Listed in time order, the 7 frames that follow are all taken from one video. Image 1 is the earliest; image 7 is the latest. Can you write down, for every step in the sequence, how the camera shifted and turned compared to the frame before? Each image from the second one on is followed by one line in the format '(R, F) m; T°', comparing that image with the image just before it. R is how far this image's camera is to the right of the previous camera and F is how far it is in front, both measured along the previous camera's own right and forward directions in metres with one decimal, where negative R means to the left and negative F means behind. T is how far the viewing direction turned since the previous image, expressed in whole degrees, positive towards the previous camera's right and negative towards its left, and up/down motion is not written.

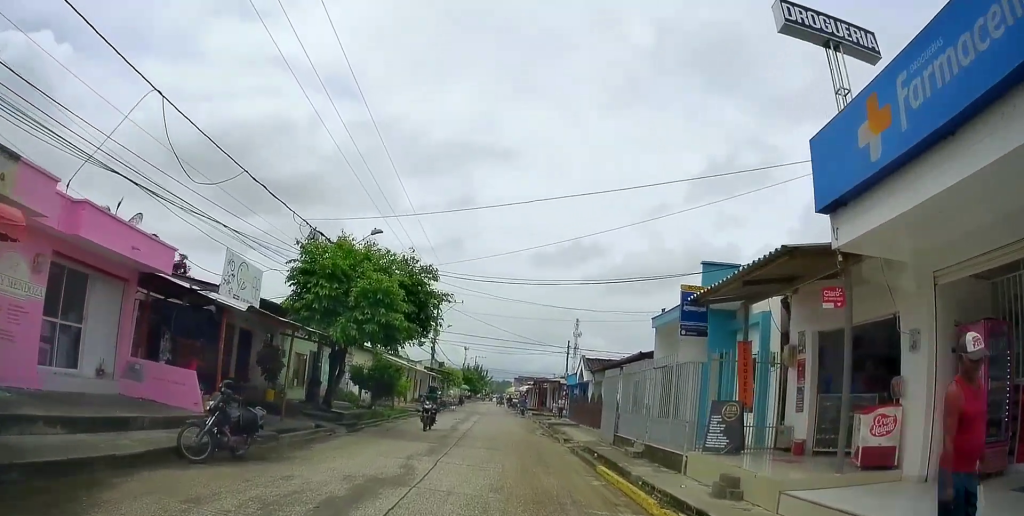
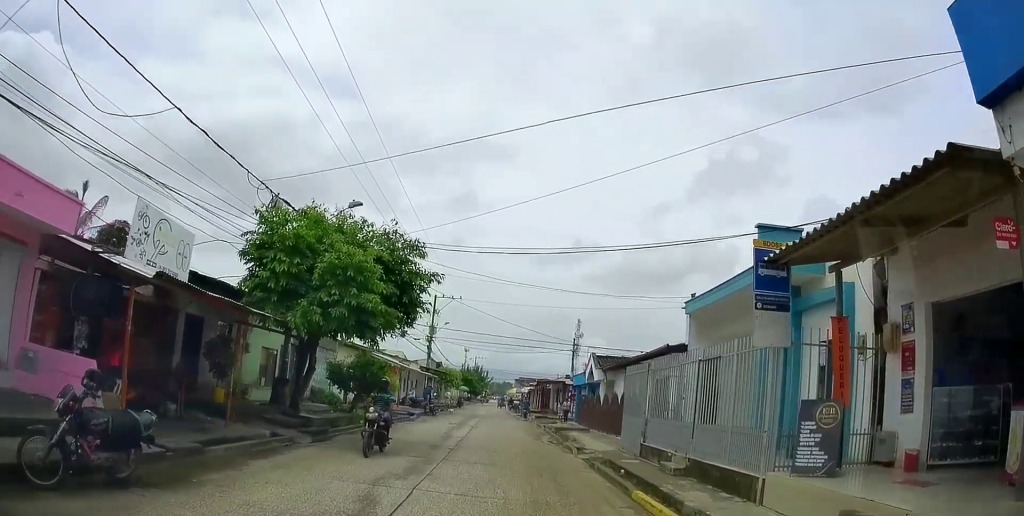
(-0.1, +2.9) m; +1°
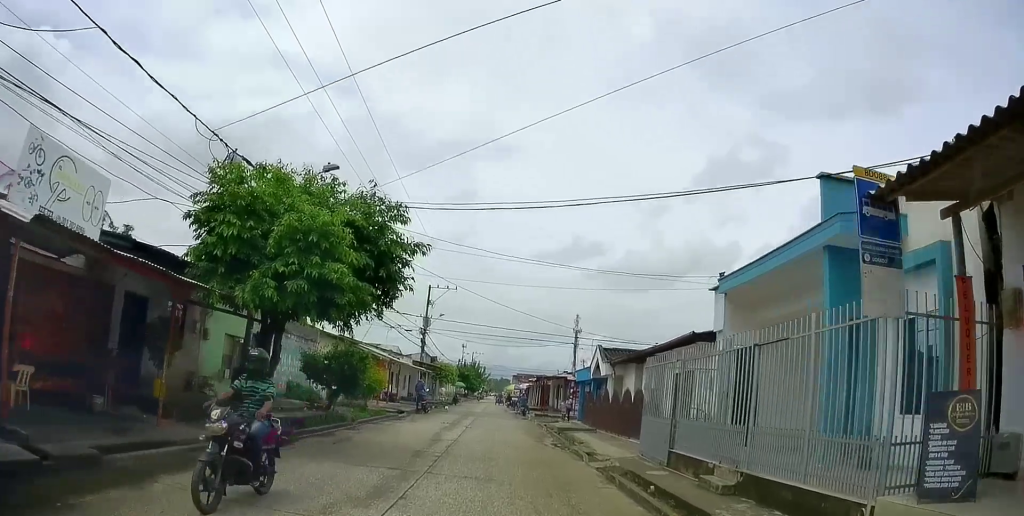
(0.0, +2.3) m; +4°
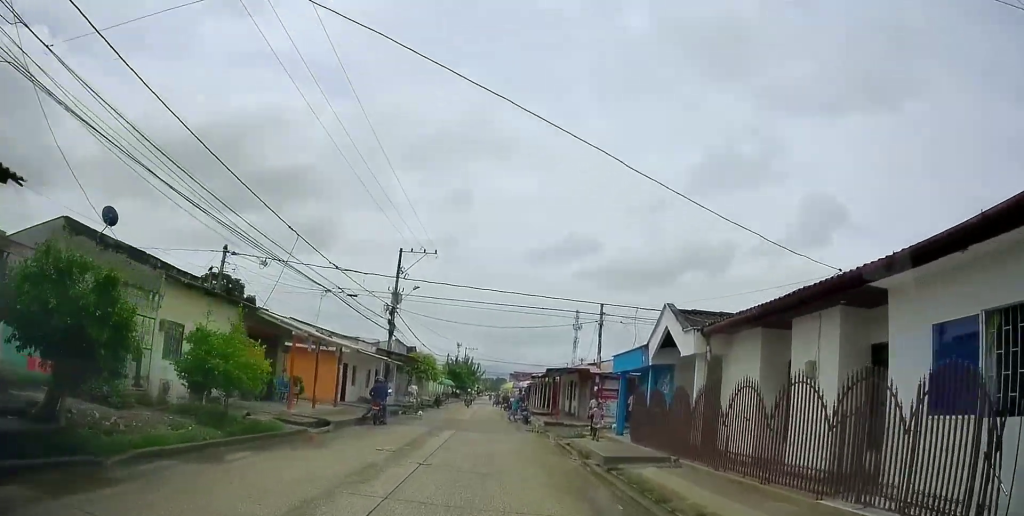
(+0.6, +11.5) m; -2°
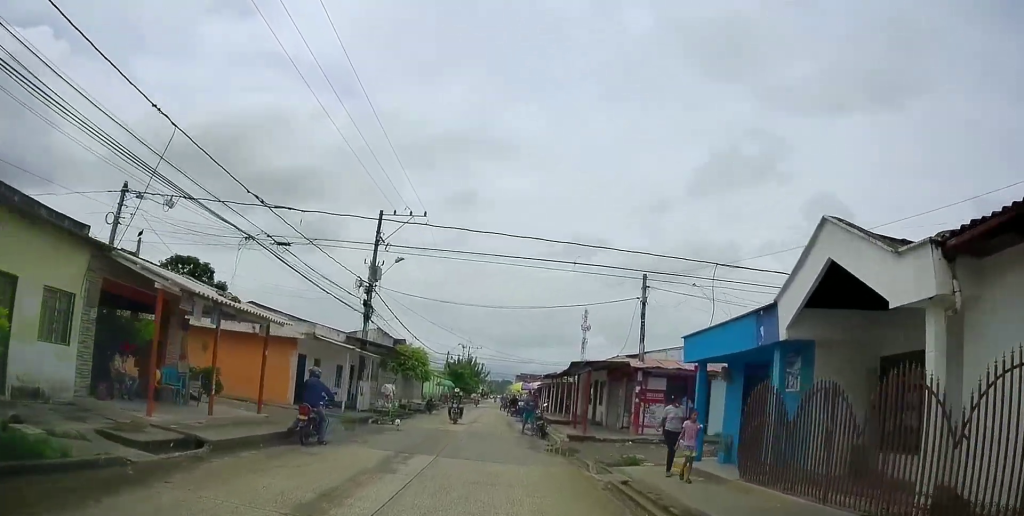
(-0.3, +8.0) m; +1°
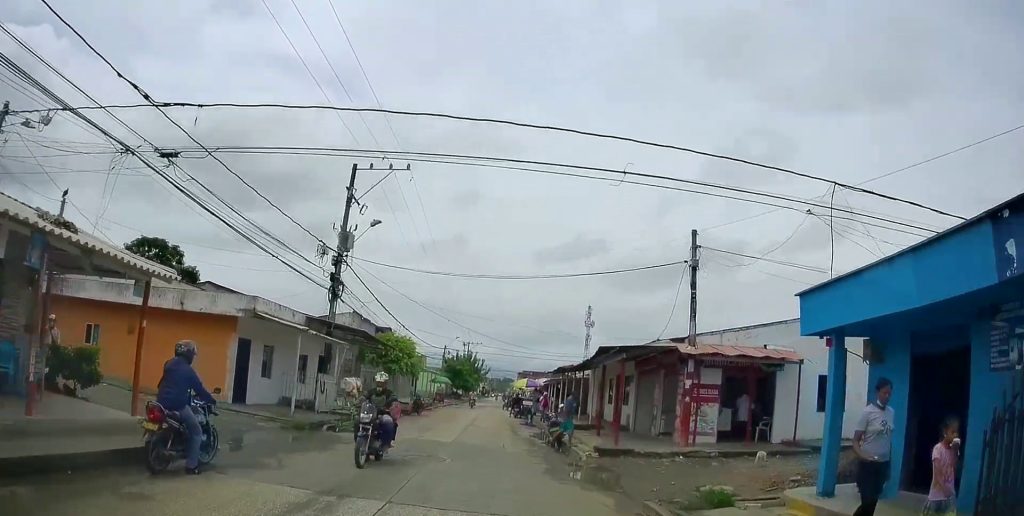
(+0.4, +5.8) m; 0°
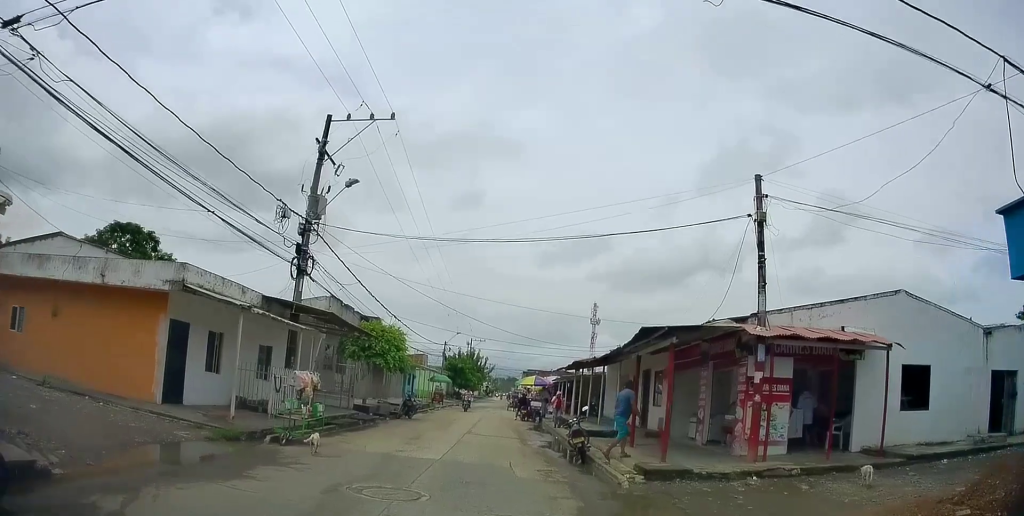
(-0.3, +4.3) m; 0°
